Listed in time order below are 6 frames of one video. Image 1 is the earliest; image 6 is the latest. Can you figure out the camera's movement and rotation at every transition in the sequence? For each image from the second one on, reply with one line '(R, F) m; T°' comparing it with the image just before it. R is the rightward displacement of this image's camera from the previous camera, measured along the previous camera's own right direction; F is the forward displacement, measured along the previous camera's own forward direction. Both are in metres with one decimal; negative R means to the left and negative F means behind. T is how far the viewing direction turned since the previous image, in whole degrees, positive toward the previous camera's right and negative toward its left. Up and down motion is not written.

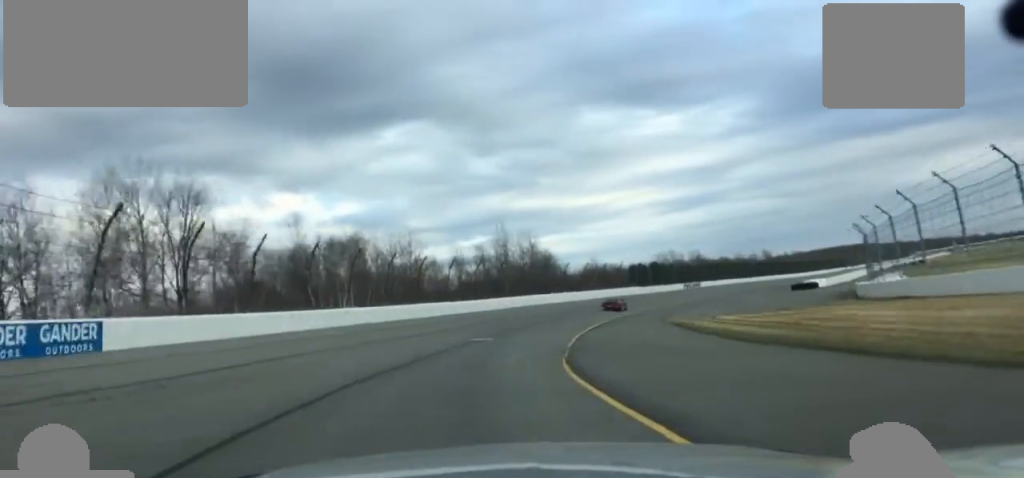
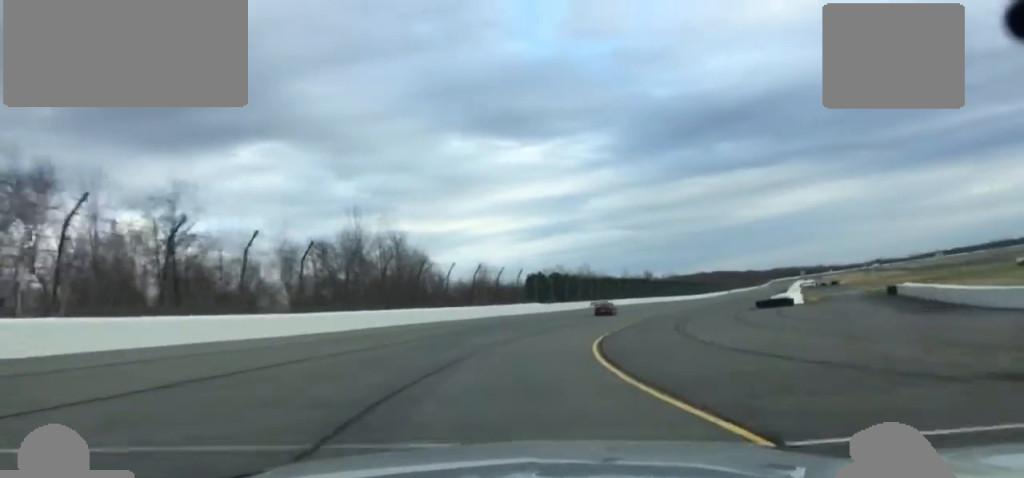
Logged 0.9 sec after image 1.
(+2.9, +38.5) m; +9°
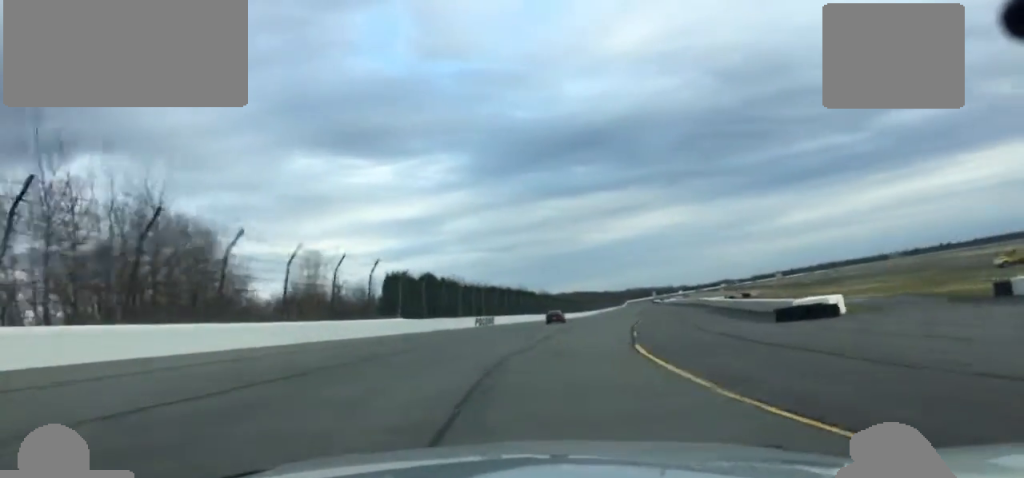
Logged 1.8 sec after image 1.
(+3.1, +40.9) m; +8°
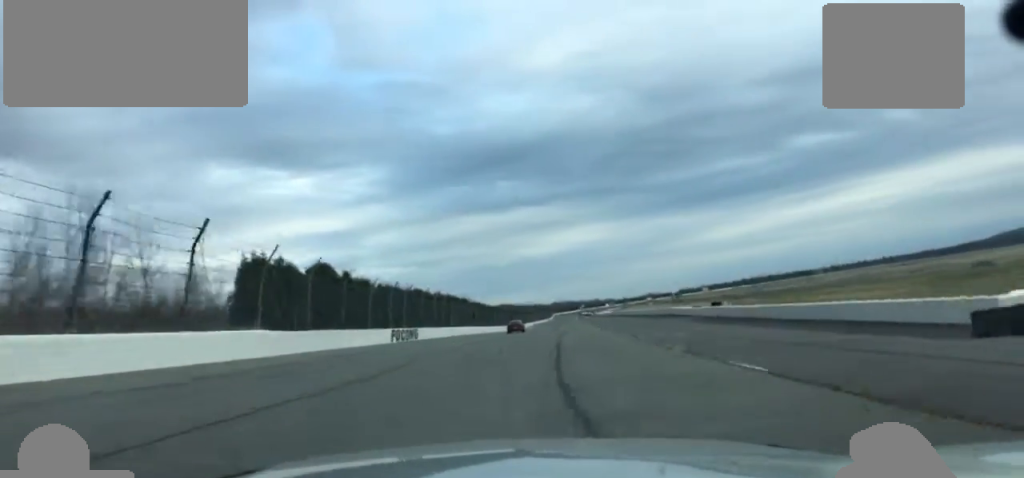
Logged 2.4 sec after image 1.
(+0.7, +28.0) m; +5°
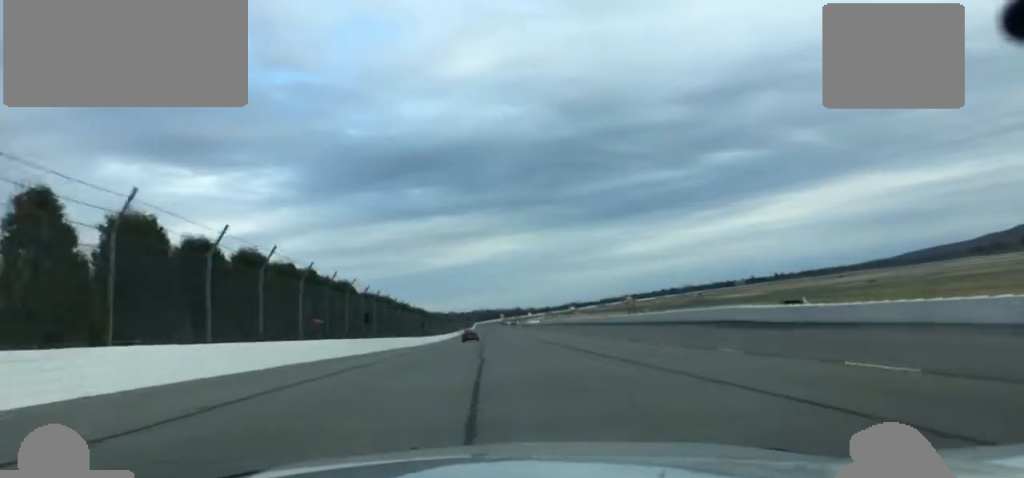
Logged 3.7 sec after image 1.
(+4.7, +63.1) m; +6°
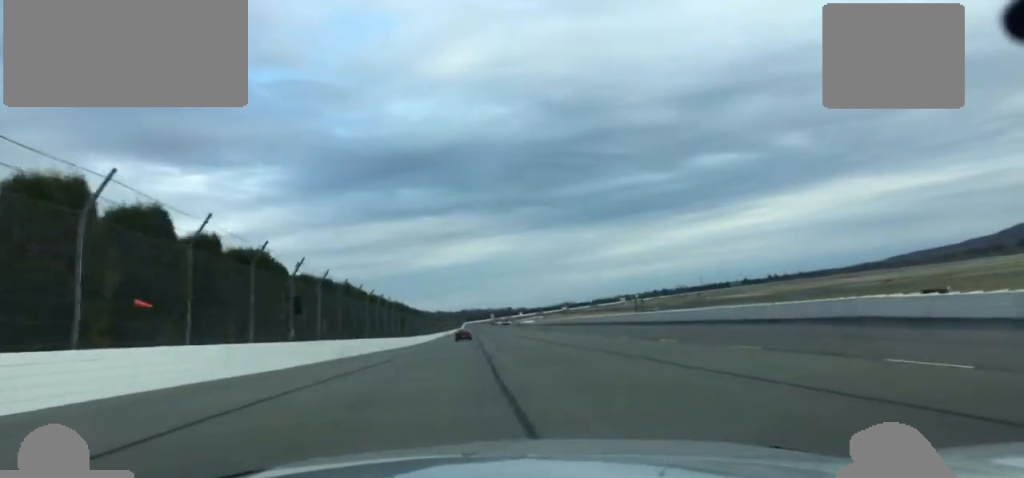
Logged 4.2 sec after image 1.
(+0.3, +25.2) m; +1°
